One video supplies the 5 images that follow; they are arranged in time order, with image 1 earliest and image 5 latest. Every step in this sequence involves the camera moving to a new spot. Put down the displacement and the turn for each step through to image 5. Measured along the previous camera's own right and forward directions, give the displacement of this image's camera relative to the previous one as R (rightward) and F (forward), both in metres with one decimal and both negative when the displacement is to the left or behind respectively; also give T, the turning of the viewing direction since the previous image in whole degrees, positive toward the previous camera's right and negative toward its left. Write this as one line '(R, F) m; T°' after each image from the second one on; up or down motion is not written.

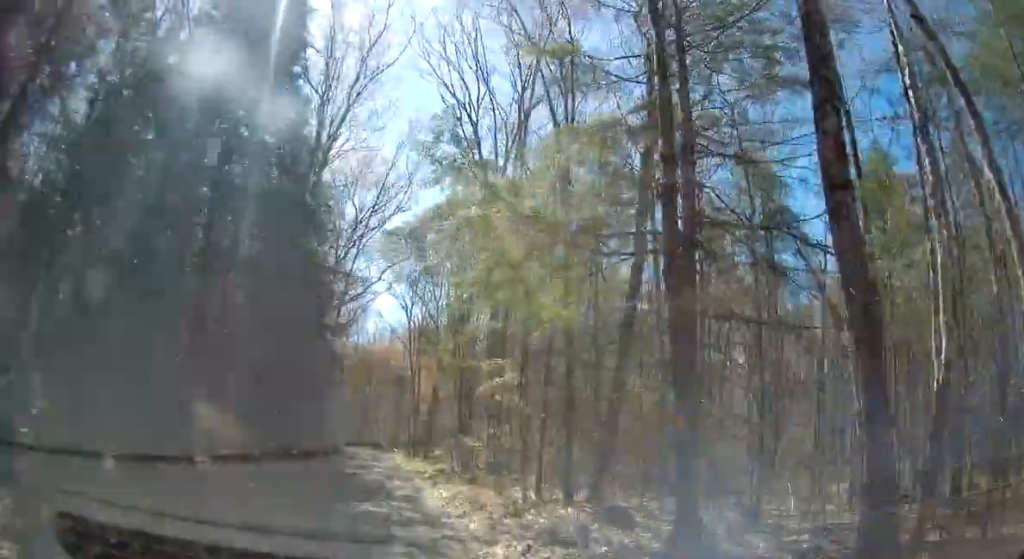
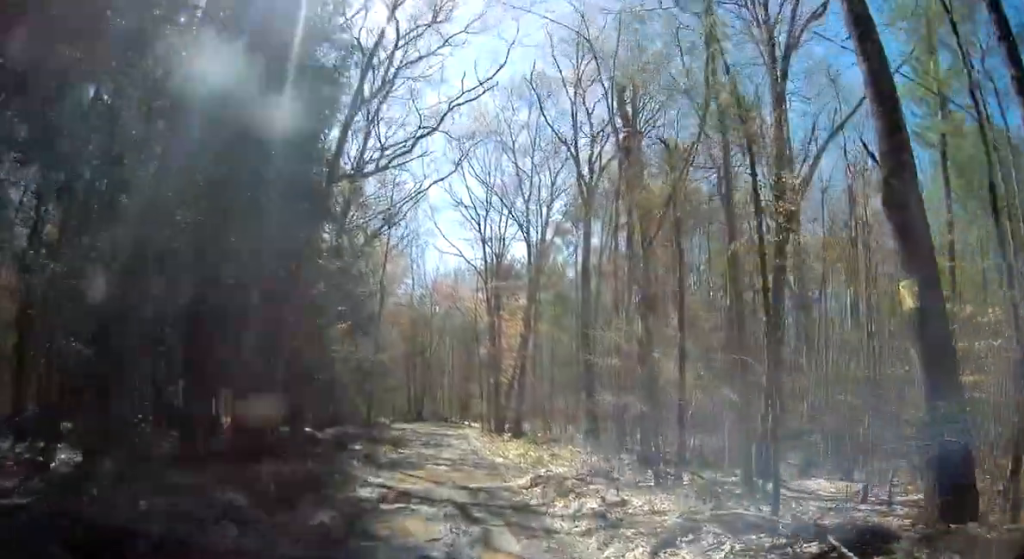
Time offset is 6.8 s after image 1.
(-2.9, +20.5) m; -7°
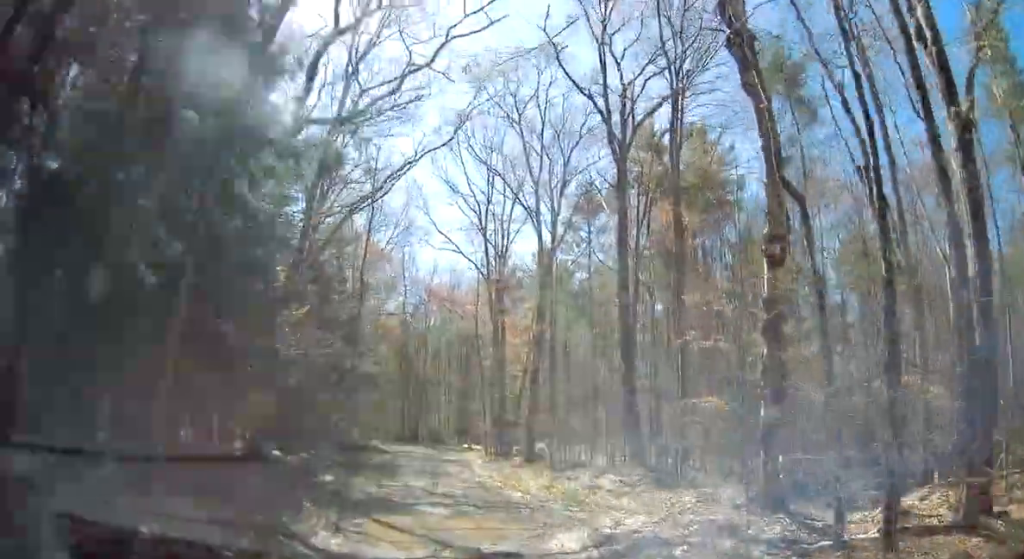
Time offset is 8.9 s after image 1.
(+0.1, +6.5) m; 0°
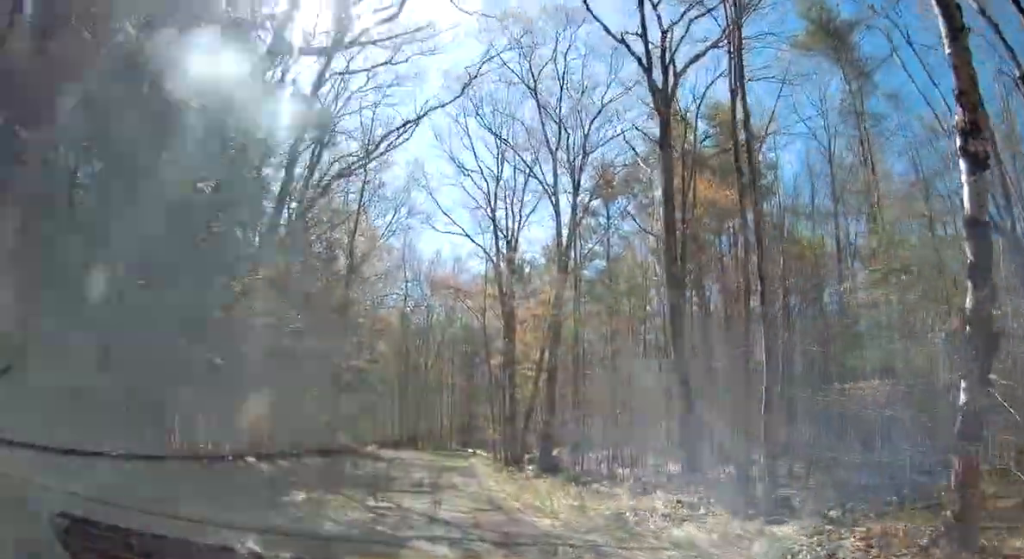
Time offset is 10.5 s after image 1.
(0.0, +4.6) m; 0°
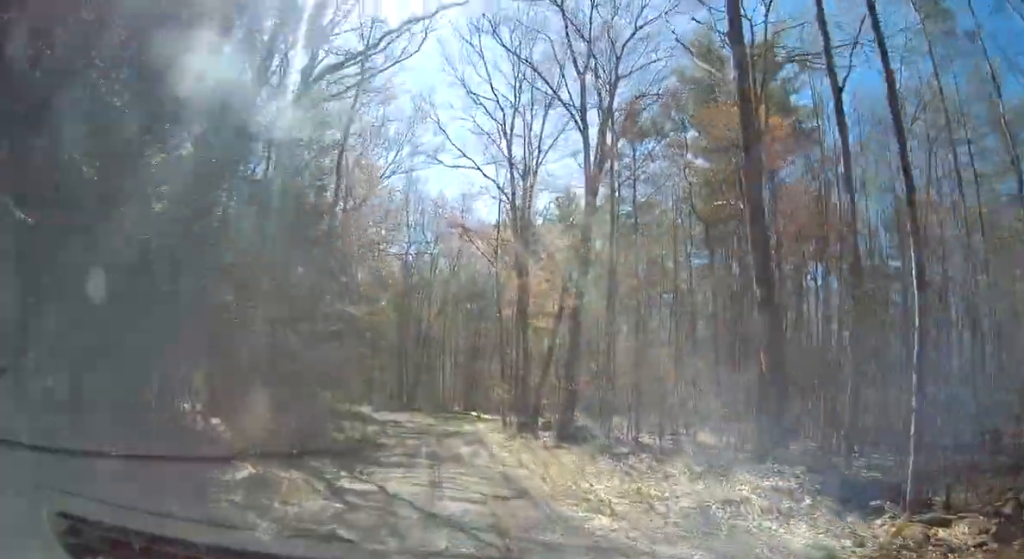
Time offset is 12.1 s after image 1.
(-0.2, +4.7) m; 0°
